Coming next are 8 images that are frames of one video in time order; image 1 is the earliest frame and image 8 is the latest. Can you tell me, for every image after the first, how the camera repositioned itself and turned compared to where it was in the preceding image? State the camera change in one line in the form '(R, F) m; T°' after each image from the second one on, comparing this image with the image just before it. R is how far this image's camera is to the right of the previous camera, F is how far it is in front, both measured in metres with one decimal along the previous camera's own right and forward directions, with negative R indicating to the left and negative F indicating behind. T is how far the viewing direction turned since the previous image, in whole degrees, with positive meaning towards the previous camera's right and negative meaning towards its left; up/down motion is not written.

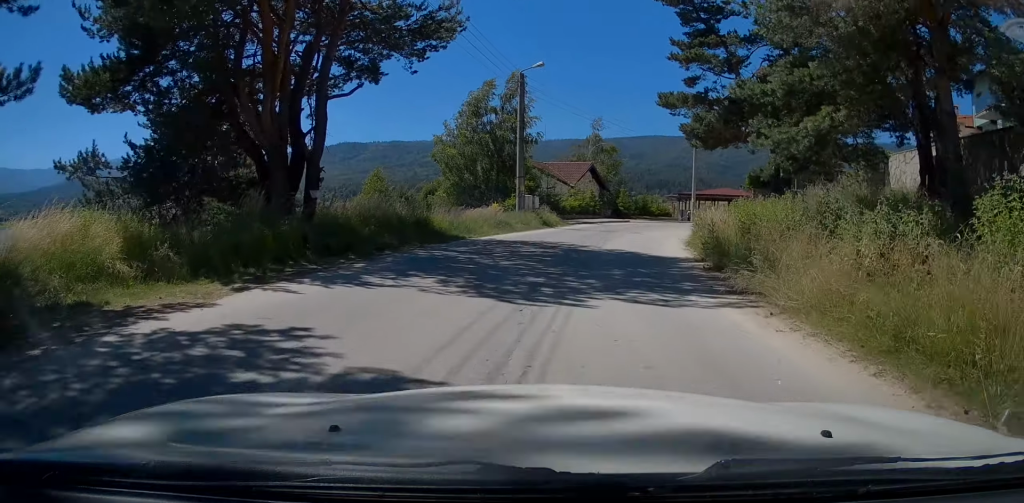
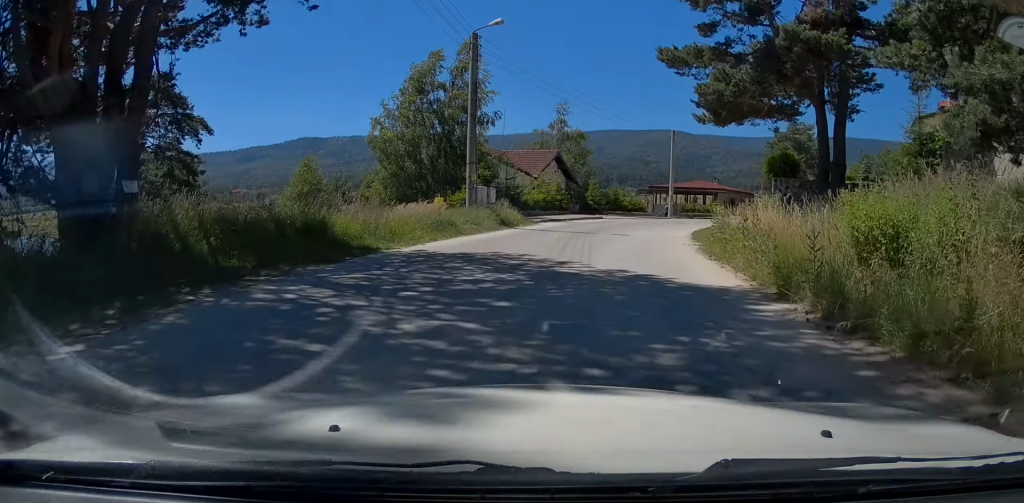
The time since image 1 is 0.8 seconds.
(+0.1, +6.8) m; +3°
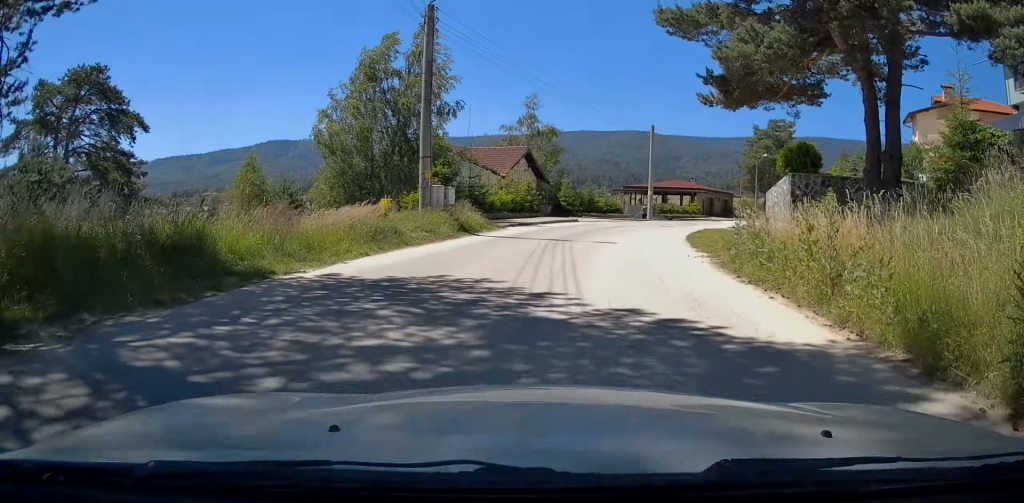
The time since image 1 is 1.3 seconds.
(0.0, +4.0) m; +2°
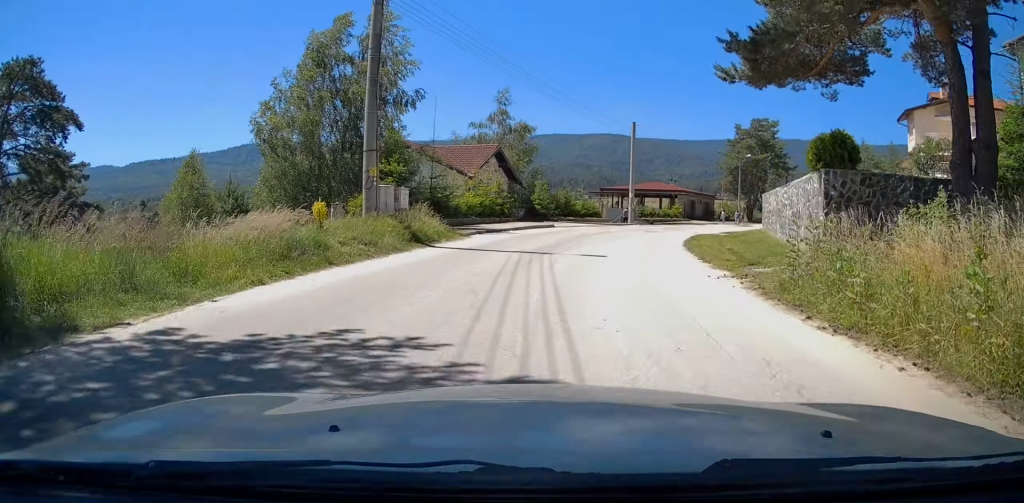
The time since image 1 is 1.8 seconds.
(+0.1, +3.8) m; +3°
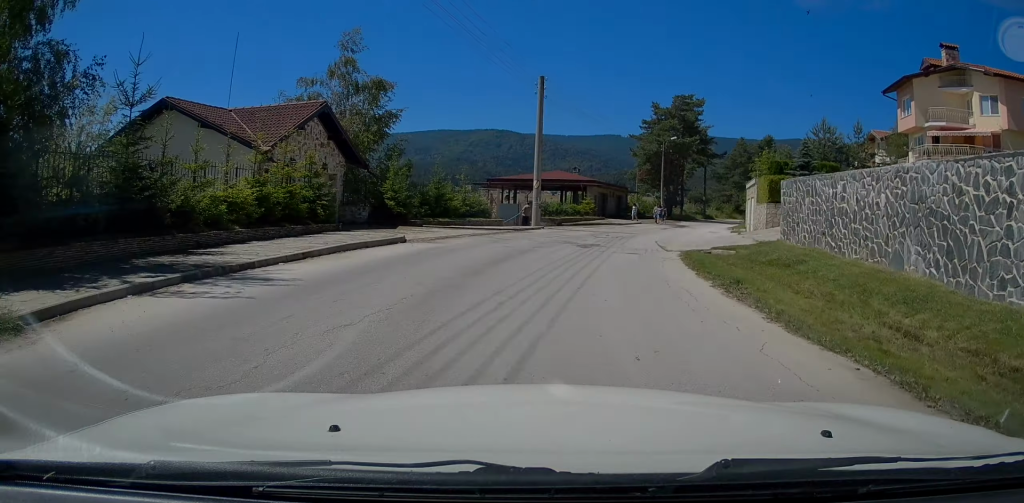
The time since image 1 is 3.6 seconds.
(+1.6, +15.0) m; +12°
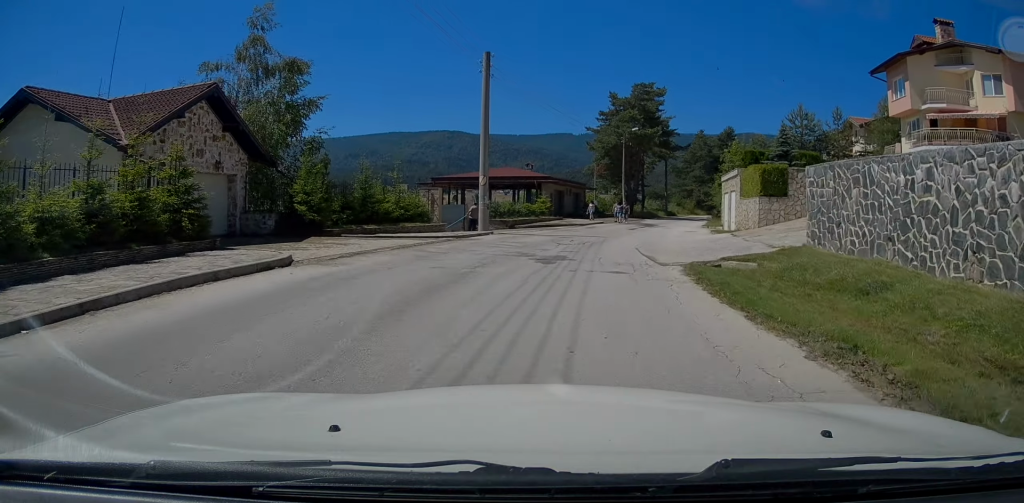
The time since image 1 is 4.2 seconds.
(0.0, +5.1) m; +3°
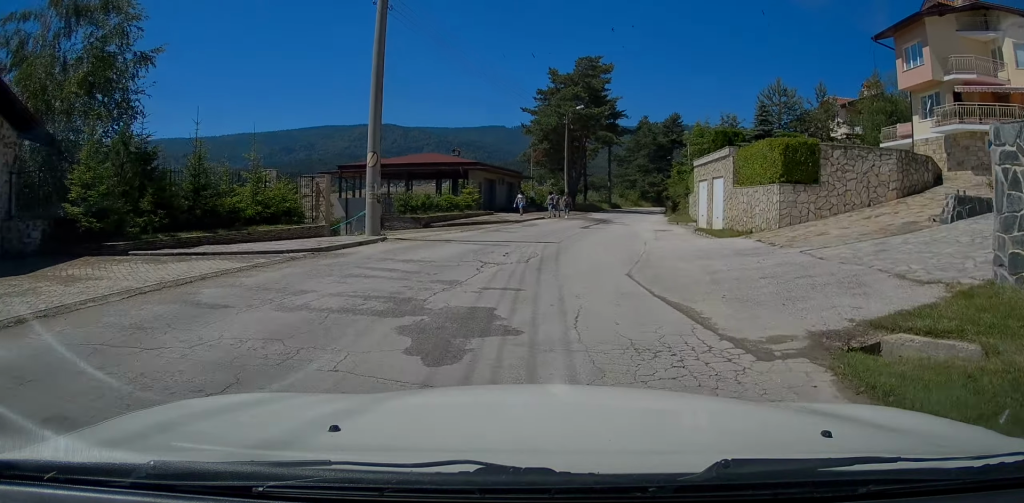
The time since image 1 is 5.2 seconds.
(+0.5, +8.4) m; +6°
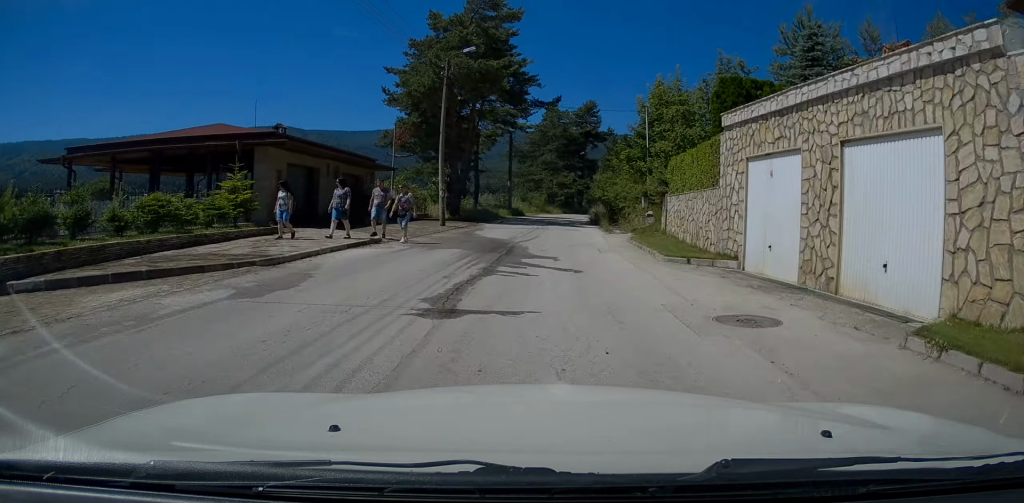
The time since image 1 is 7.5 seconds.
(+2.0, +19.1) m; +9°
